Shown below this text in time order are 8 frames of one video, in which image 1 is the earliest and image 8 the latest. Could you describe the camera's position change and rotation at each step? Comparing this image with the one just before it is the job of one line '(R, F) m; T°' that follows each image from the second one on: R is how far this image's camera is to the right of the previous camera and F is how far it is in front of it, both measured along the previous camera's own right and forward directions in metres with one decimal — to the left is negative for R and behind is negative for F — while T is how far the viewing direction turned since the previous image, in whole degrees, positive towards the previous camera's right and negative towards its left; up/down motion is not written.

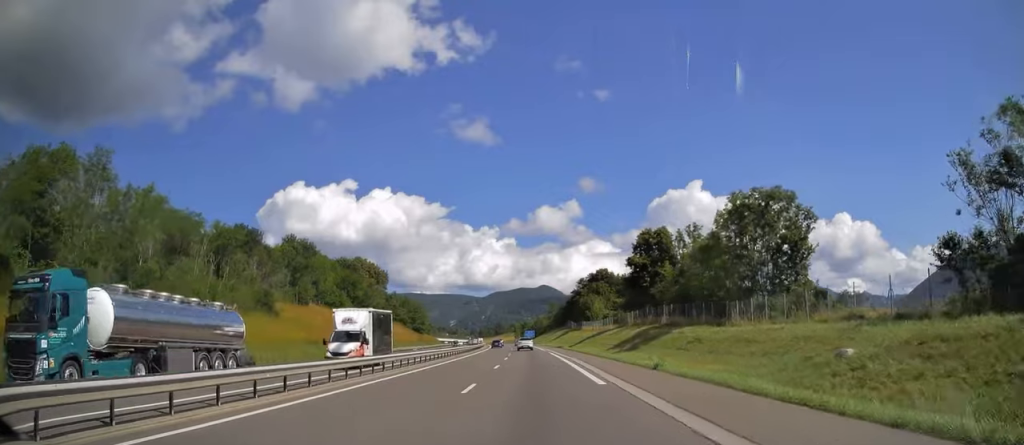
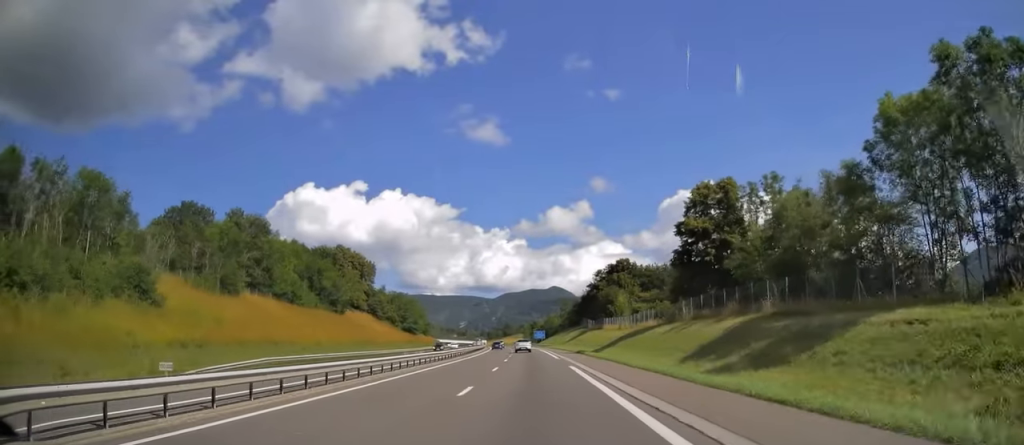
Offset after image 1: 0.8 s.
(-0.2, +26.2) m; -1°
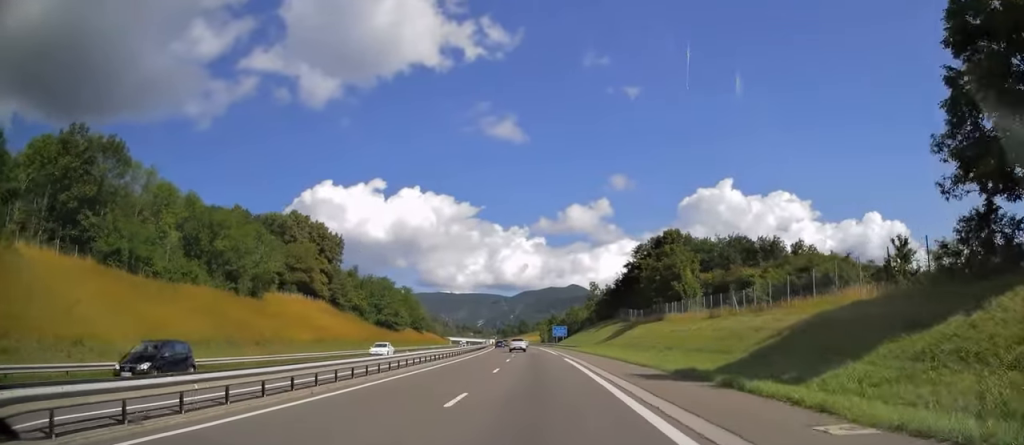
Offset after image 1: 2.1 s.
(-0.6, +41.7) m; -2°
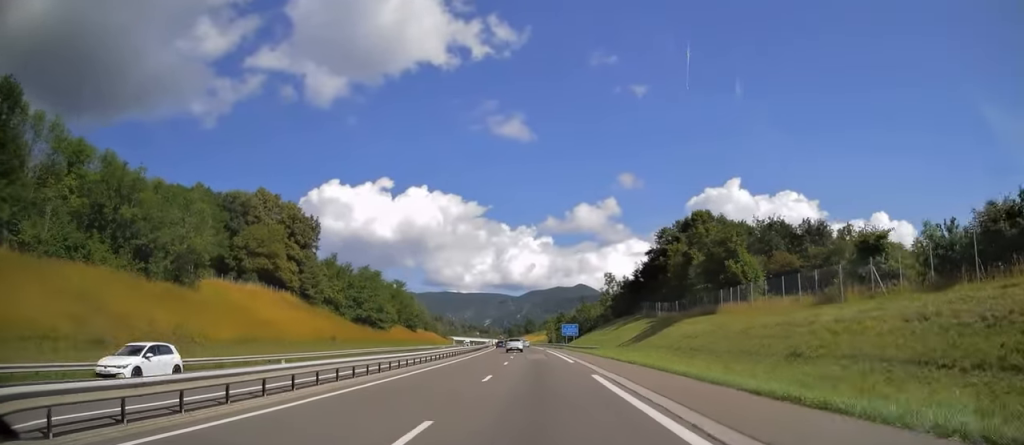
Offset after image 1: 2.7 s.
(-0.2, +18.2) m; -1°
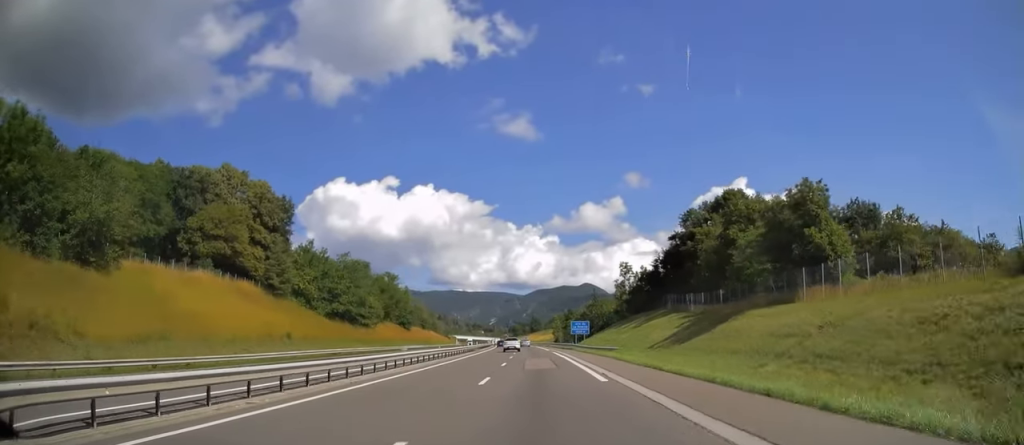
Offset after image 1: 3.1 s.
(-0.1, +15.0) m; -1°
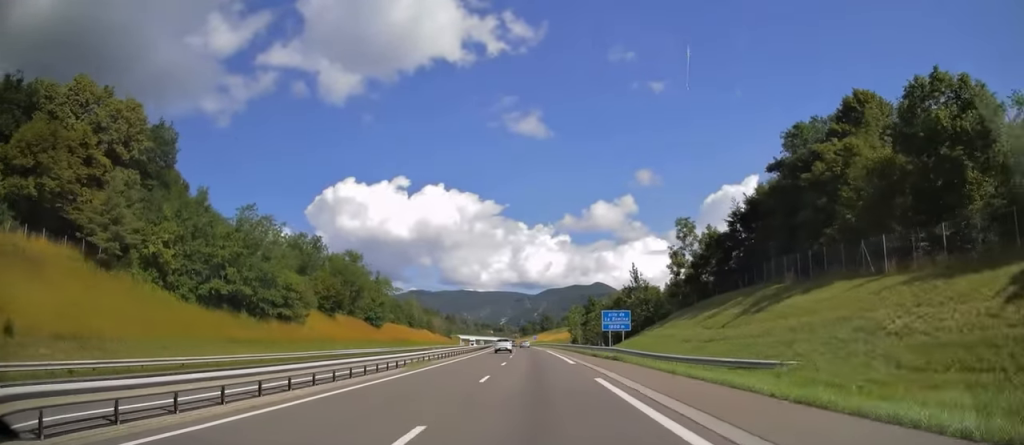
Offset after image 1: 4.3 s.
(-0.4, +37.5) m; -1°
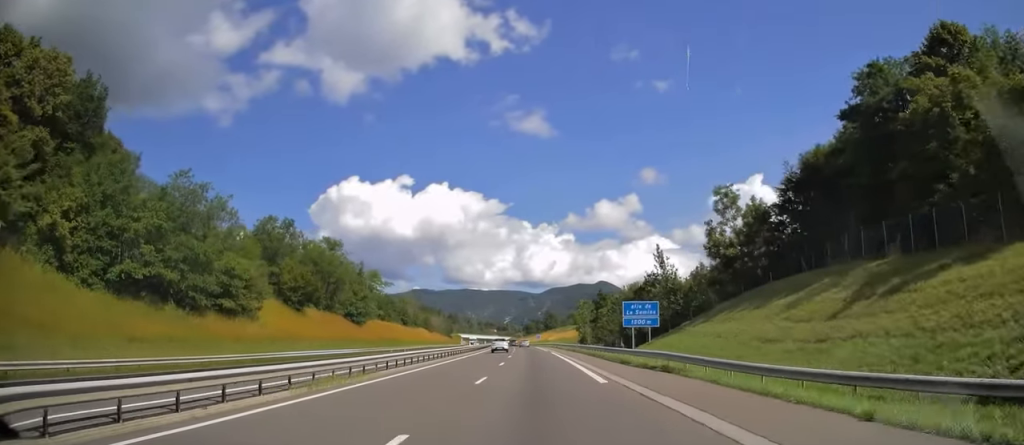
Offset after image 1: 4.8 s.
(-0.1, +14.0) m; 0°
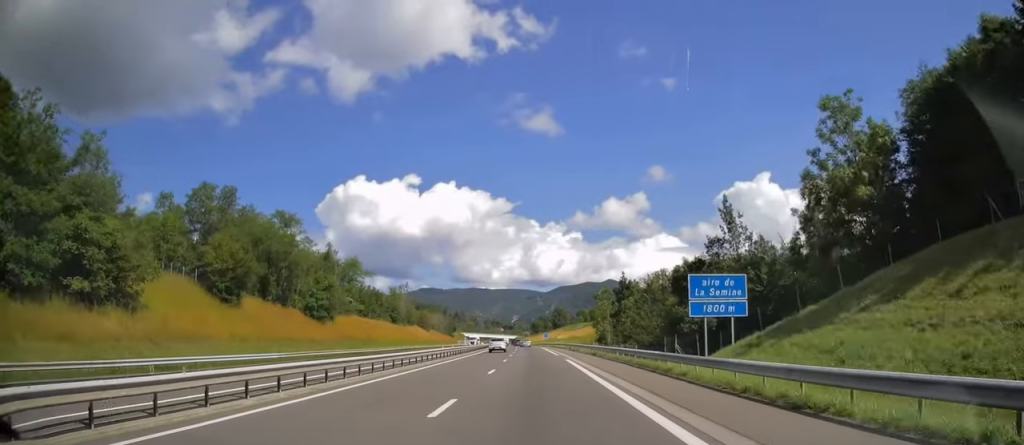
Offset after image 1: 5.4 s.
(-0.2, +20.9) m; -1°
